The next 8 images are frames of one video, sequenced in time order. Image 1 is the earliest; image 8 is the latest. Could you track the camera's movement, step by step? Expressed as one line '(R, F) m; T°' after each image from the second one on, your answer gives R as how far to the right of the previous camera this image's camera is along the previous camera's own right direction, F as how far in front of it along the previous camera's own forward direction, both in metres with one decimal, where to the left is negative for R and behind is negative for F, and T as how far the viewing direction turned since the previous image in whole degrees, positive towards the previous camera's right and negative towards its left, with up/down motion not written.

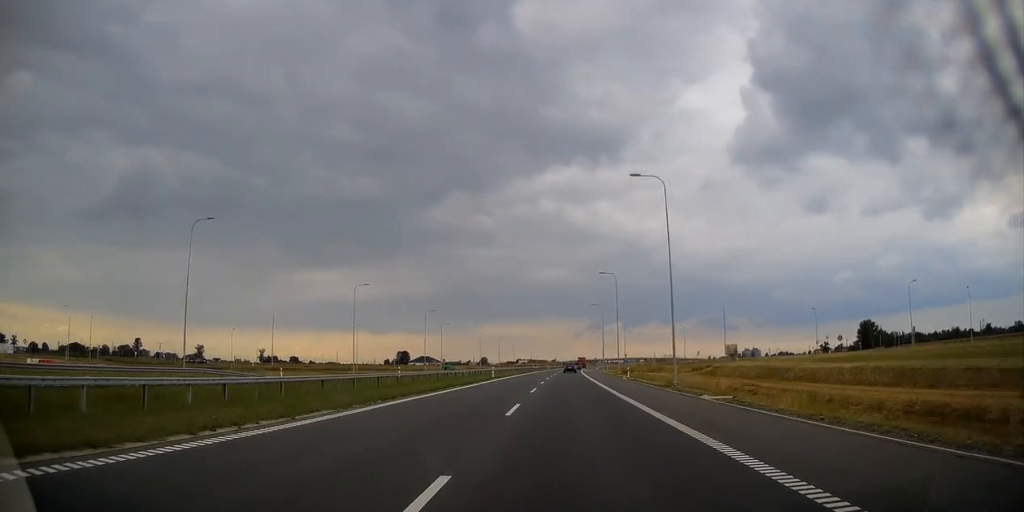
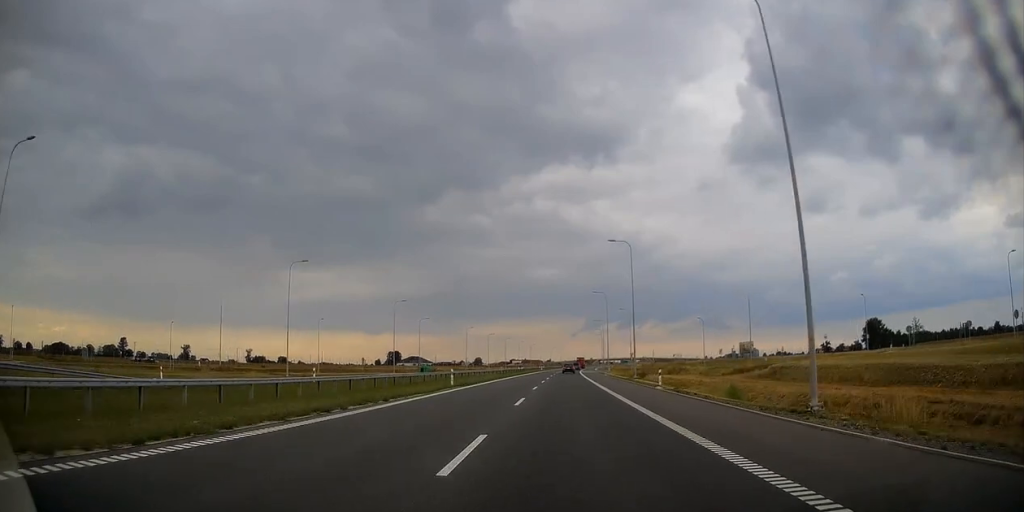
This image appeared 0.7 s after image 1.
(+0.1, +20.0) m; 0°
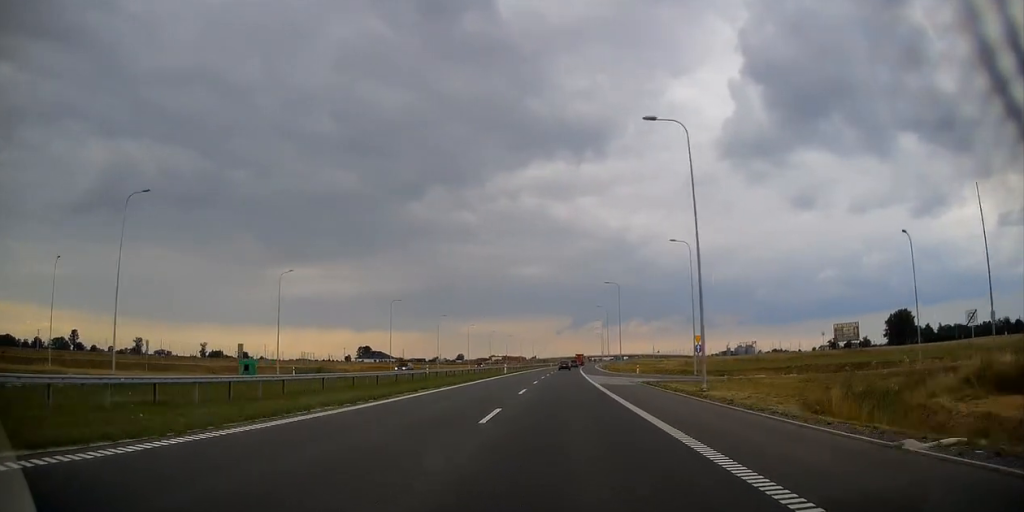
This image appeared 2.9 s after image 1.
(+0.9, +66.5) m; +2°
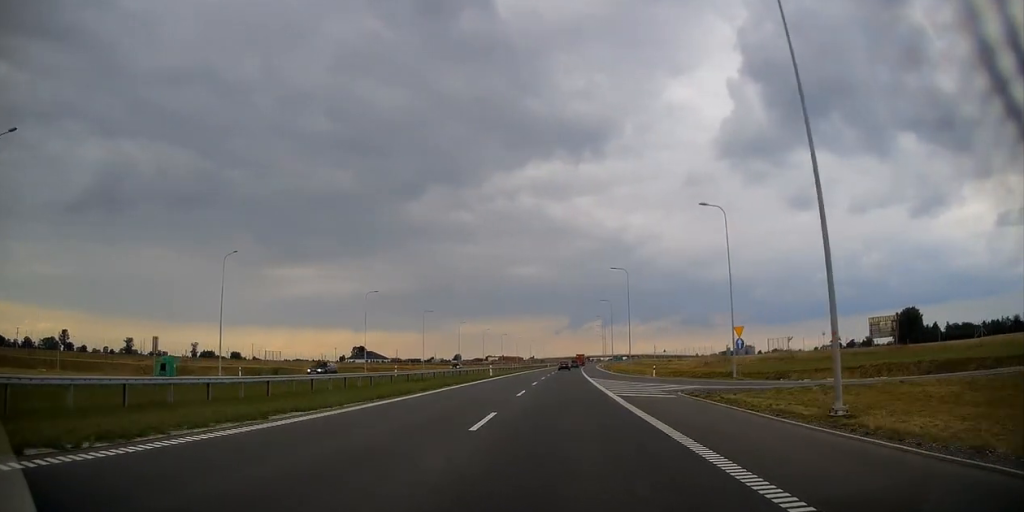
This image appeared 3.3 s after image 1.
(+0.1, +13.2) m; 0°
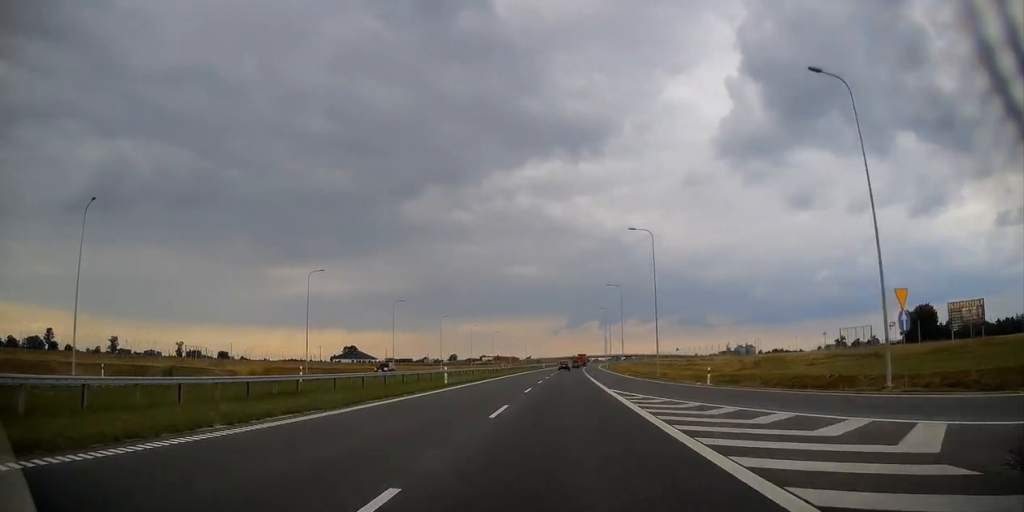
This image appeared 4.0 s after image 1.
(0.0, +21.5) m; 0°
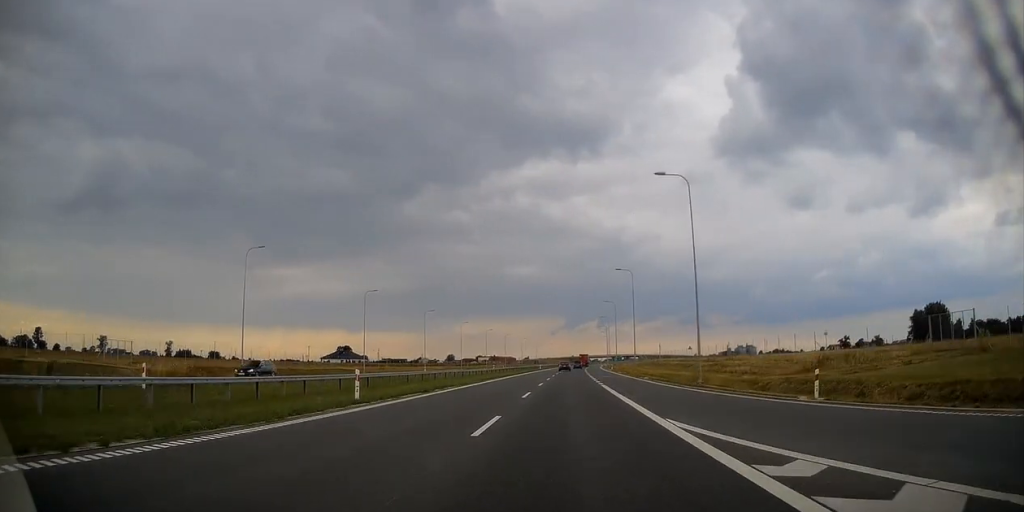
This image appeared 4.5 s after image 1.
(0.0, +15.4) m; 0°
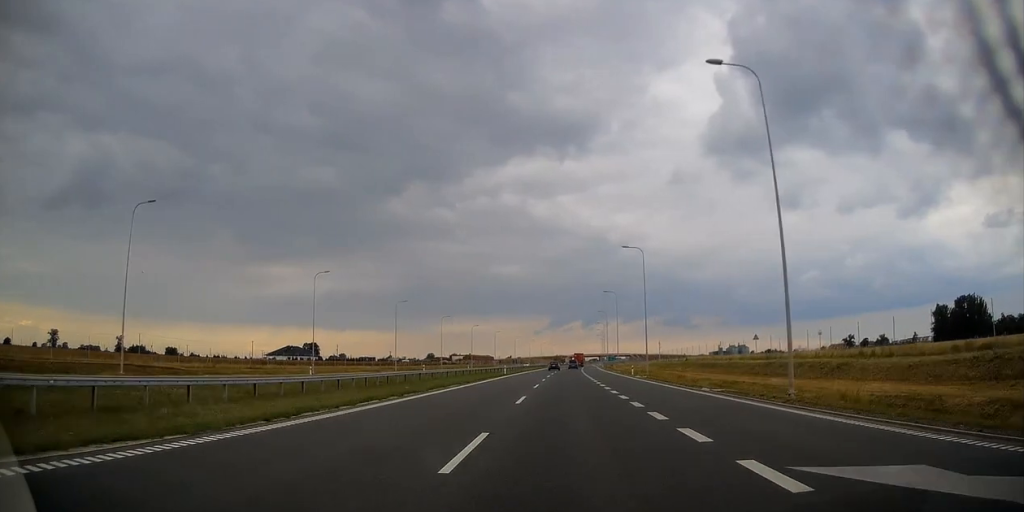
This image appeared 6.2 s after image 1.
(+0.4, +51.9) m; +1°
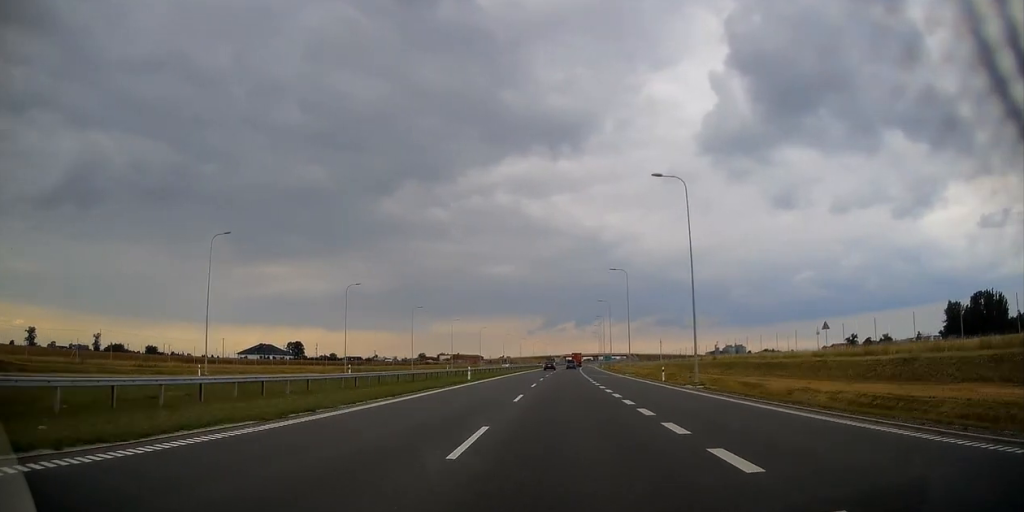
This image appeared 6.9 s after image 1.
(+0.1, +23.1) m; +1°
